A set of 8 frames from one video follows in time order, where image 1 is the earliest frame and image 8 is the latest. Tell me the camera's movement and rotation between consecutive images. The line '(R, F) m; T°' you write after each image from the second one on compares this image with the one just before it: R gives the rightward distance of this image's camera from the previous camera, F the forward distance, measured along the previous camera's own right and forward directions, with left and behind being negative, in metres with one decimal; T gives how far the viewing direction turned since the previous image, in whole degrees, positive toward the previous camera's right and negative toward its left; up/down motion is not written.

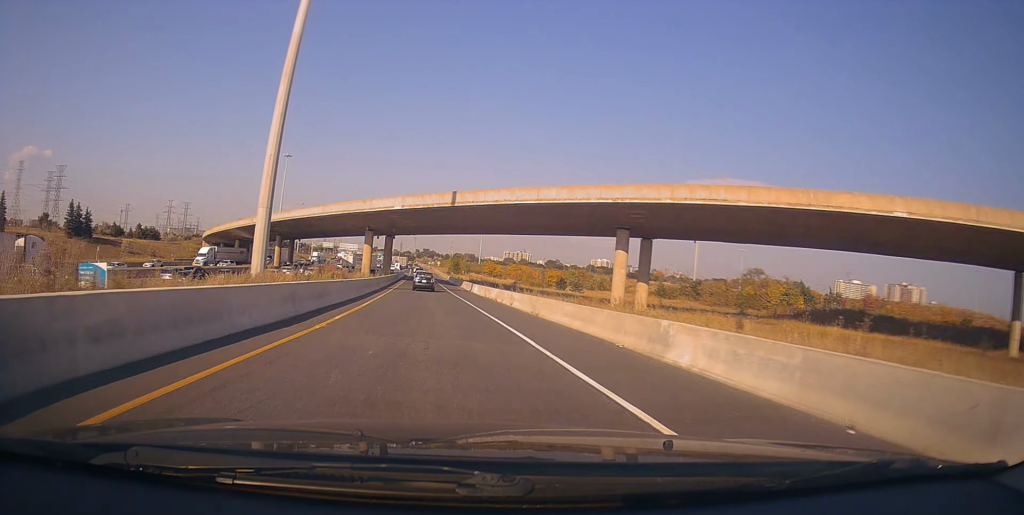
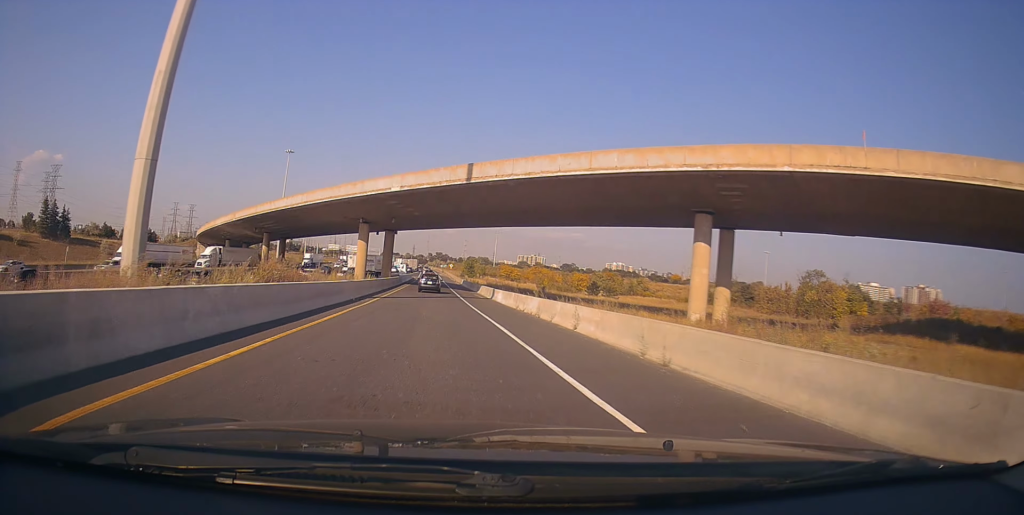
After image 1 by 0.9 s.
(-0.3, +14.9) m; -1°
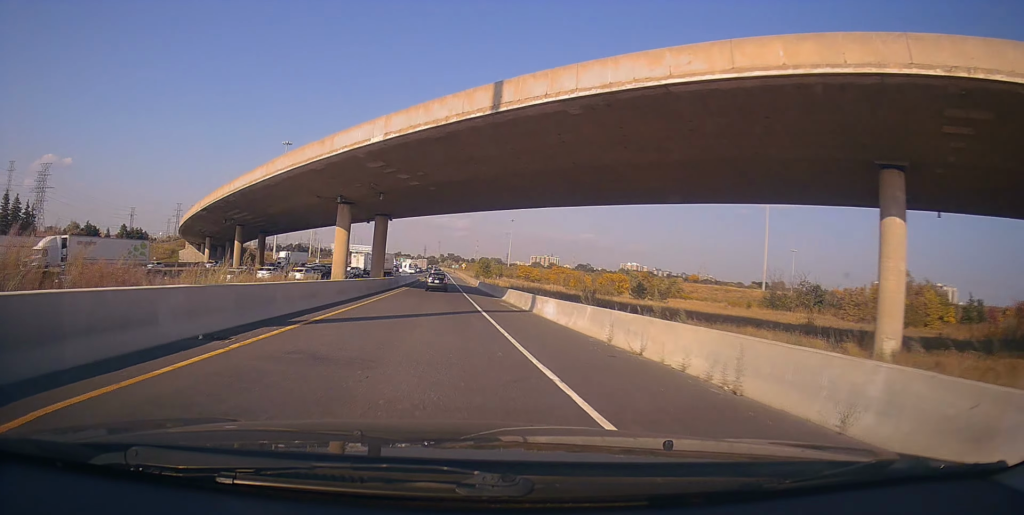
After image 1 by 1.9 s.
(-0.1, +17.6) m; -2°
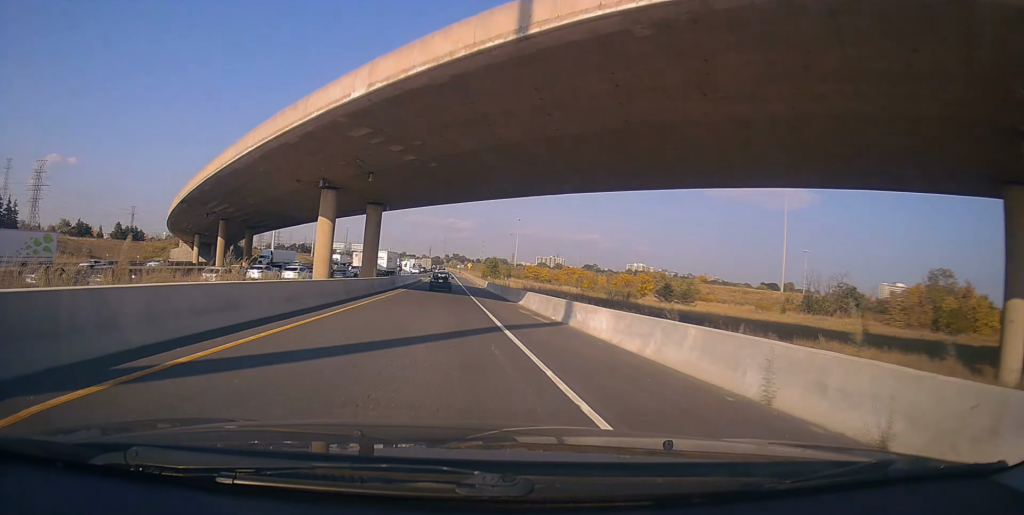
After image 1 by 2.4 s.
(+0.1, +7.9) m; -1°
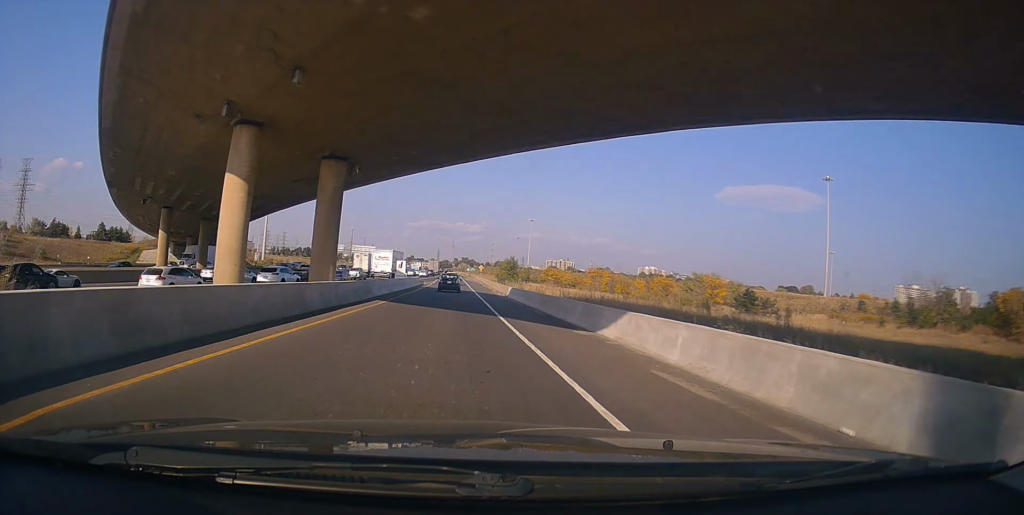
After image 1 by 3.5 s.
(-0.6, +17.7) m; -2°
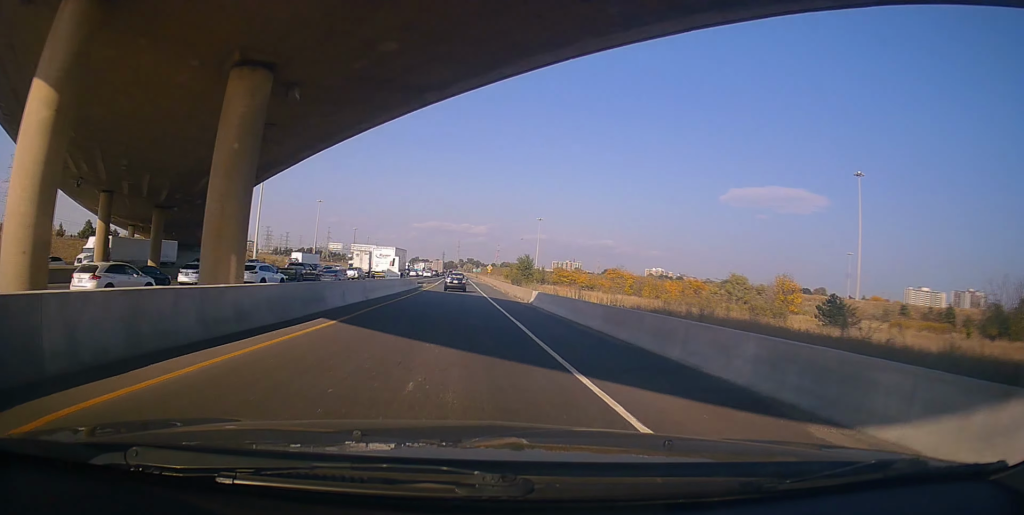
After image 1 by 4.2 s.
(0.0, +11.8) m; +2°
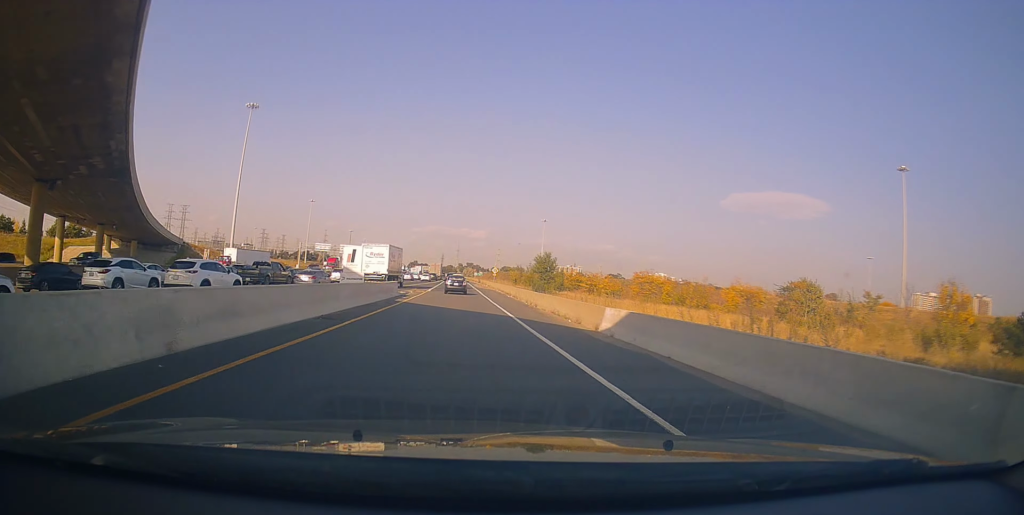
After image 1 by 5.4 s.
(+0.5, +17.6) m; 0°
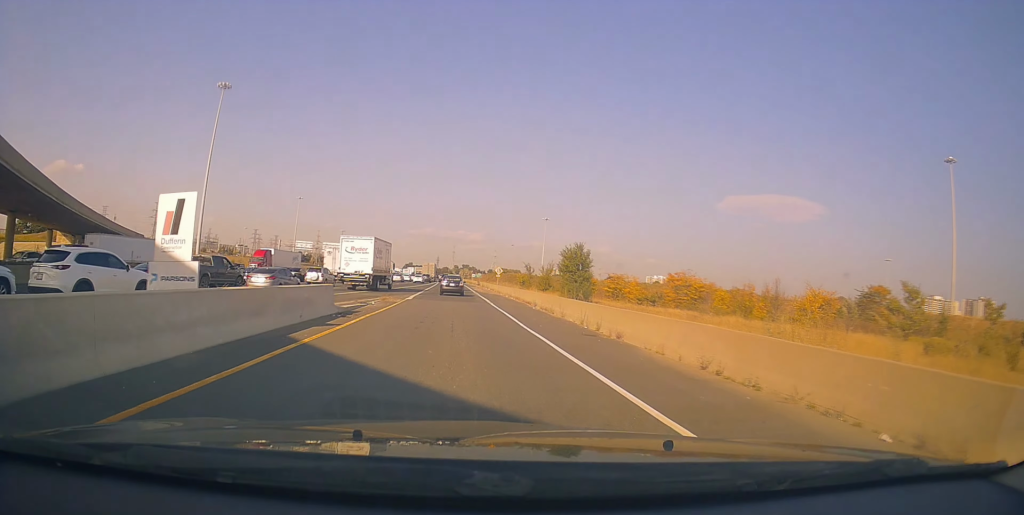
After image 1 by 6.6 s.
(-0.6, +18.2) m; -2°
